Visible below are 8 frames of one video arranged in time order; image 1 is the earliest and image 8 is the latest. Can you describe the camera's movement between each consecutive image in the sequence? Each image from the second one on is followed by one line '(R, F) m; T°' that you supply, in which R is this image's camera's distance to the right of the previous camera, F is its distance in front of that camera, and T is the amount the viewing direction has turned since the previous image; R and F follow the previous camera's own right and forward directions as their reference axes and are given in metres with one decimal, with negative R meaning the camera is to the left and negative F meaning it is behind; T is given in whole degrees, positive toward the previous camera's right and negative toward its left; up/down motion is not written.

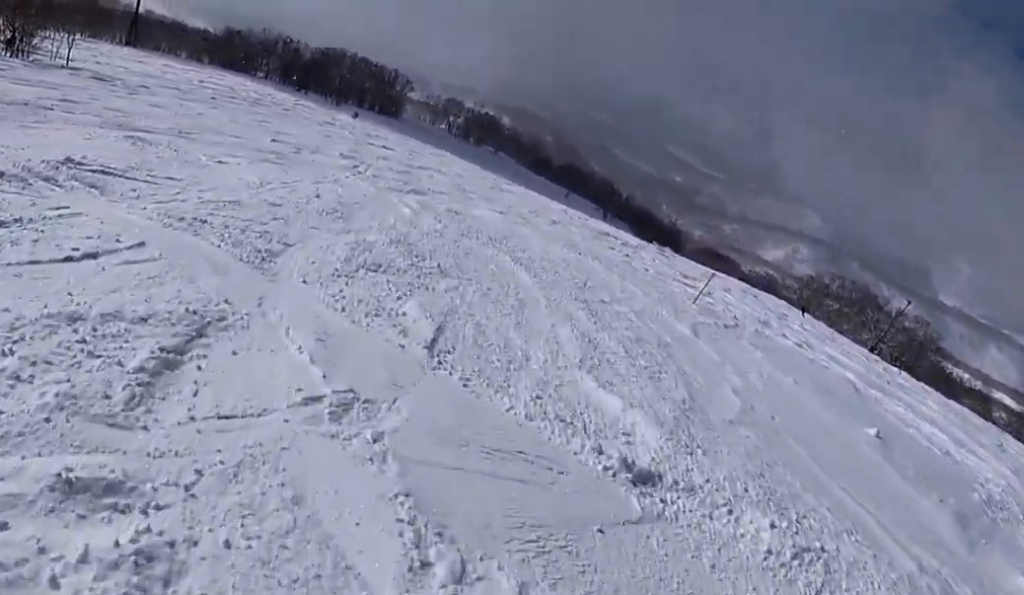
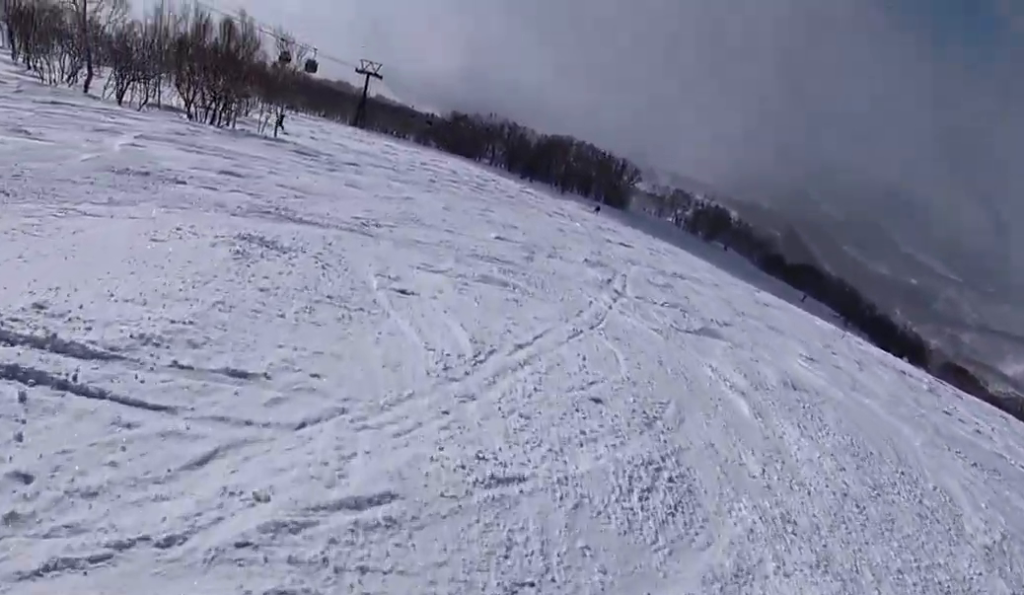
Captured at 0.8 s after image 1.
(-0.1, +6.3) m; +2°
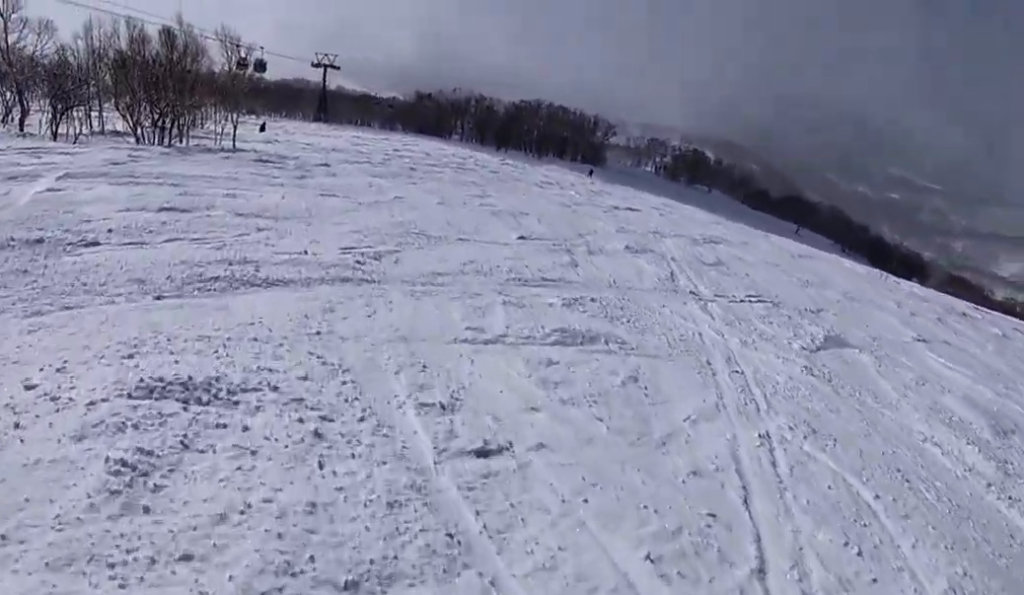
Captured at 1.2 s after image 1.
(+0.1, +3.9) m; +4°
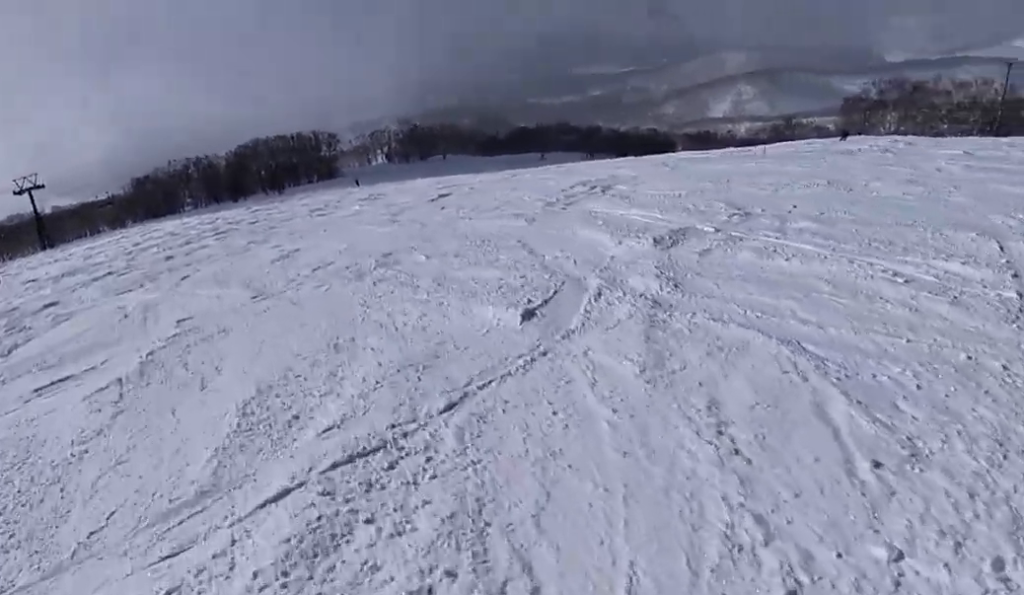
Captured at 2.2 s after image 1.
(+0.7, +8.2) m; +17°
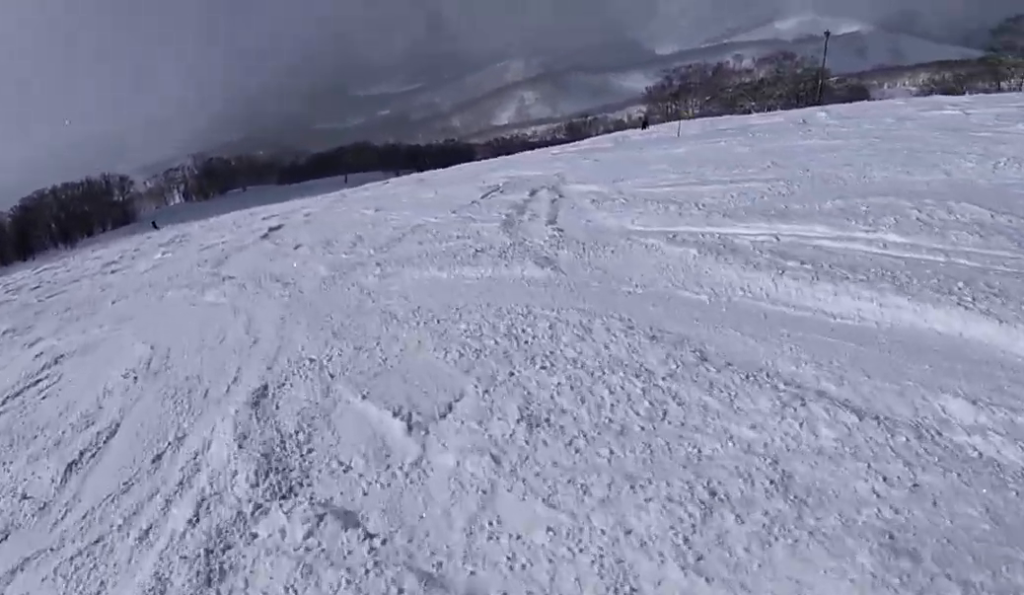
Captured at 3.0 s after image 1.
(+0.9, +6.3) m; +18°
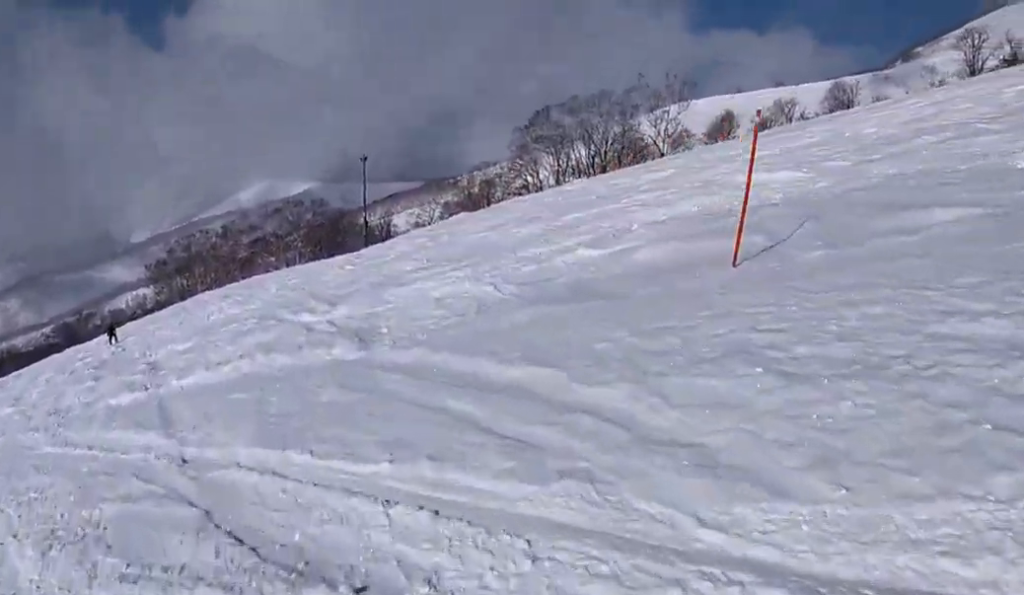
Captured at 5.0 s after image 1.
(+5.8, +16.0) m; +31°
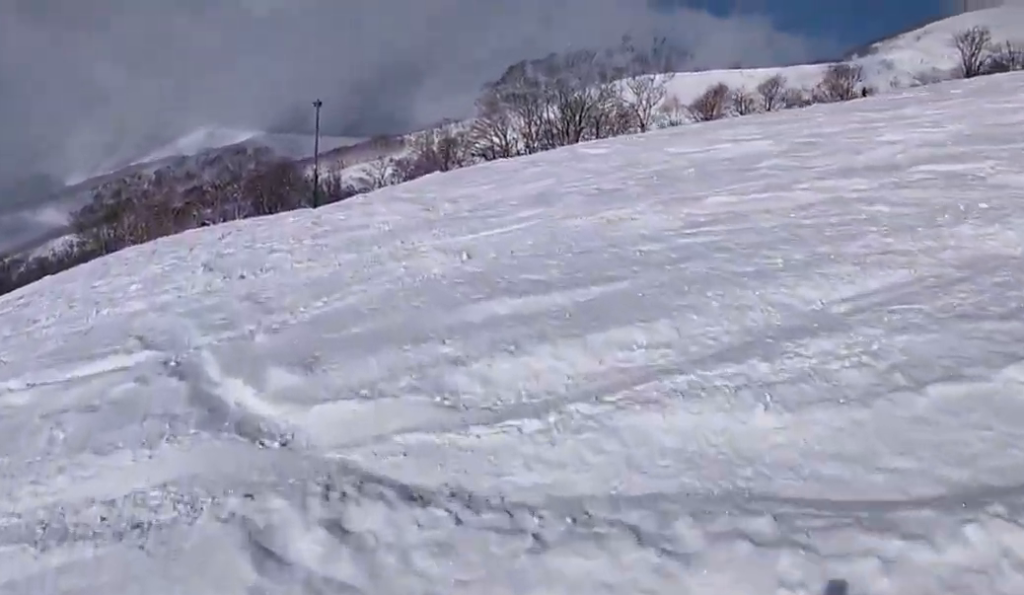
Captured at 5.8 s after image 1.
(+0.1, +5.7) m; +9°
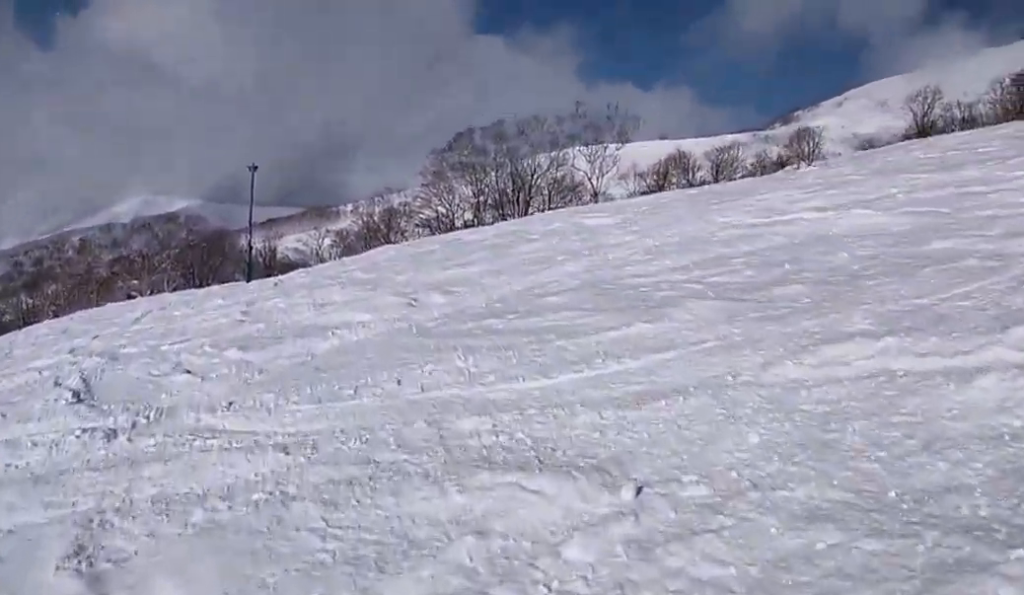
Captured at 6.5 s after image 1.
(+0.8, +4.6) m; +8°
